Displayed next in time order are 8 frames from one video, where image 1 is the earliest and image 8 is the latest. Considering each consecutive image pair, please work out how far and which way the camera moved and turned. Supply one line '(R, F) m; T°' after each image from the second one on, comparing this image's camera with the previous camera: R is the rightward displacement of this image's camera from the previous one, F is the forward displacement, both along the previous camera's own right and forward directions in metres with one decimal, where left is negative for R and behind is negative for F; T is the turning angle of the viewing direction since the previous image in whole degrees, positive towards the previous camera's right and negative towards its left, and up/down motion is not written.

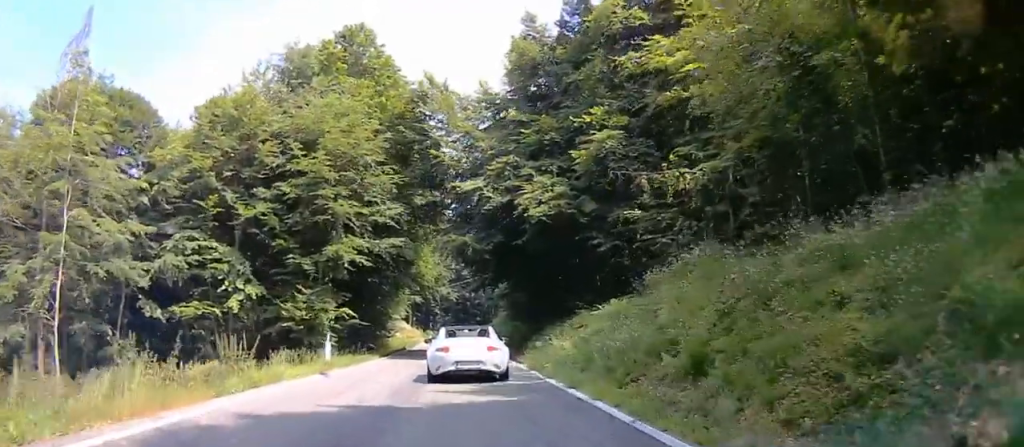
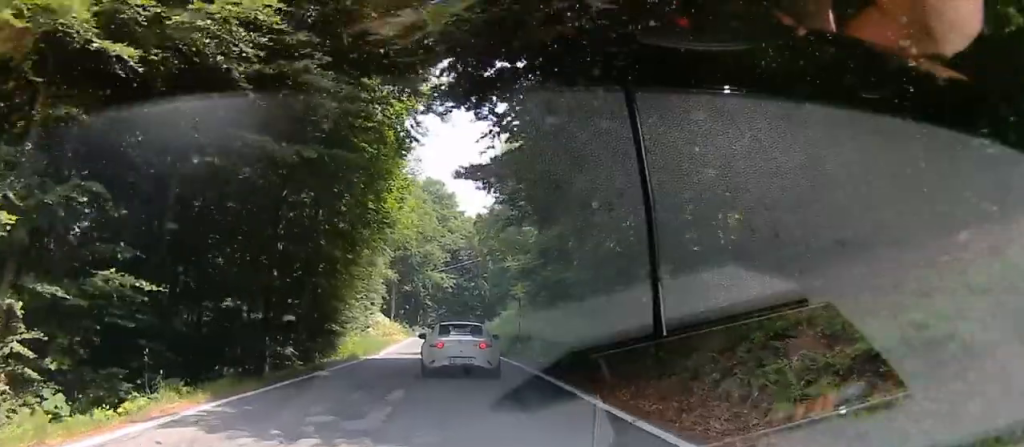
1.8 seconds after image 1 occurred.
(0.0, +21.1) m; 0°
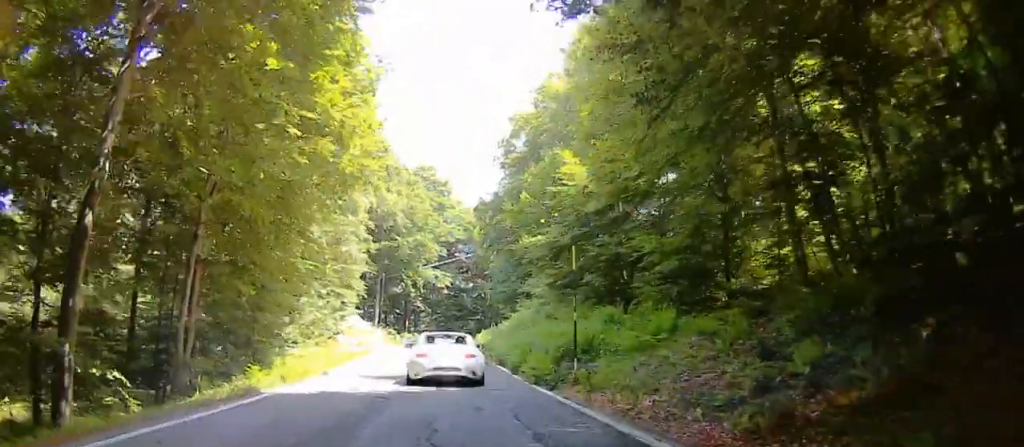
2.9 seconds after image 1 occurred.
(0.0, +12.6) m; 0°
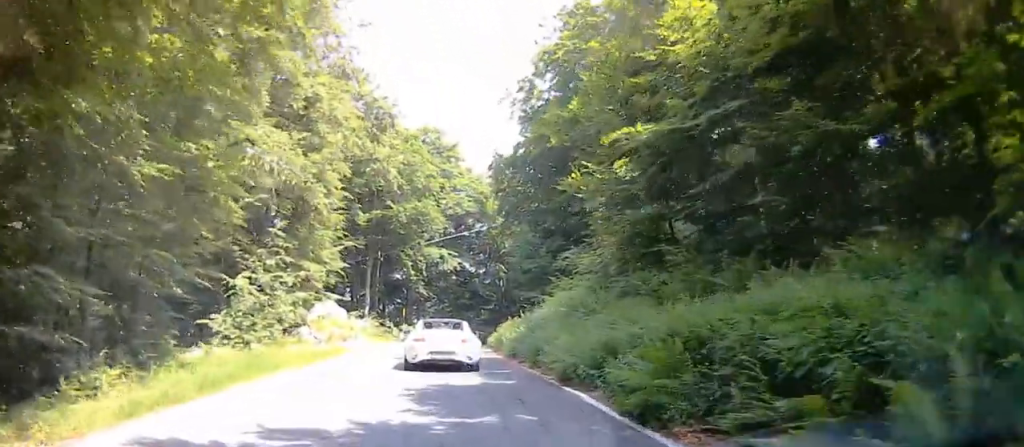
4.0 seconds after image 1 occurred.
(0.0, +13.3) m; 0°
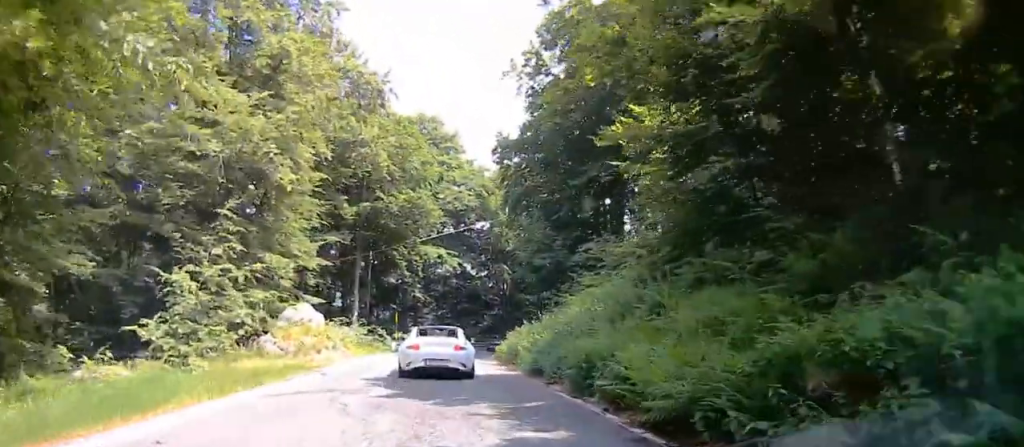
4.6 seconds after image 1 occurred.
(0.0, +6.7) m; 0°
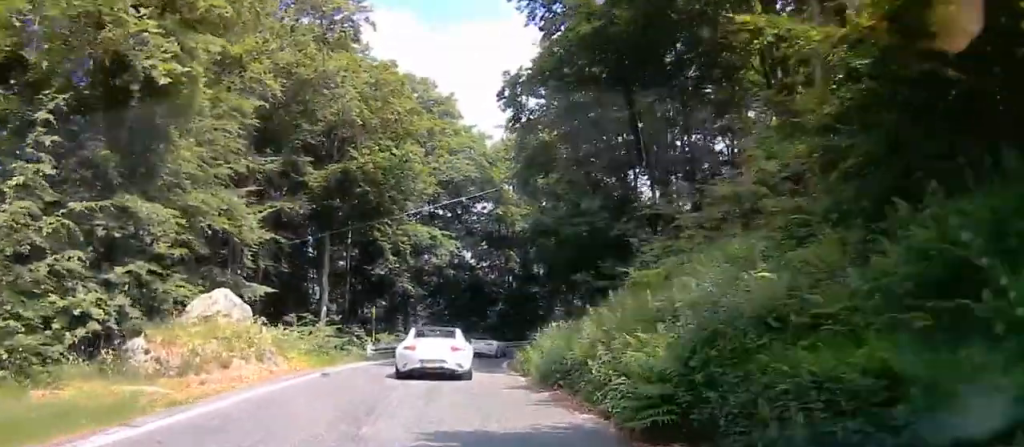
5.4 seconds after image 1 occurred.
(0.0, +10.4) m; 0°
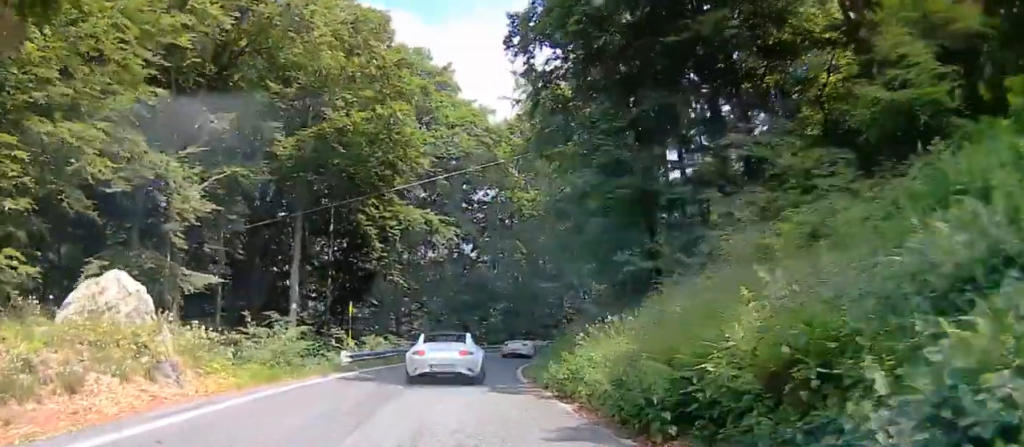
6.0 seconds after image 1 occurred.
(0.0, +6.8) m; +4°
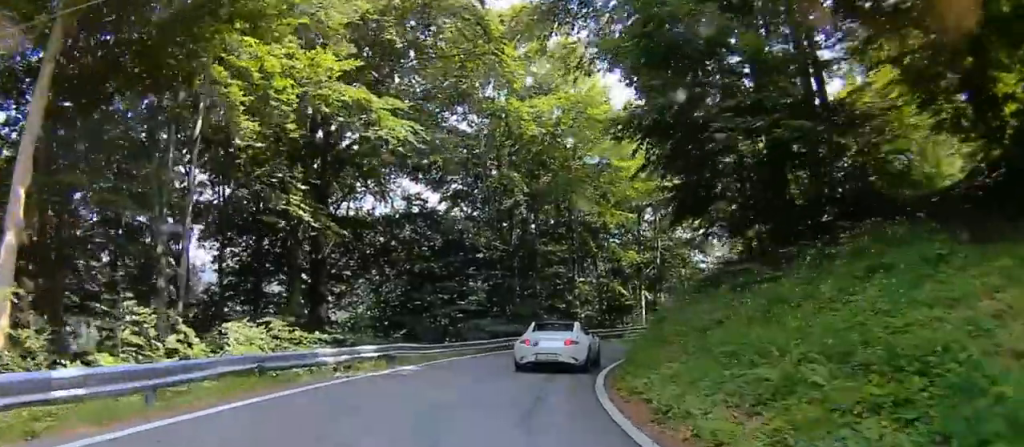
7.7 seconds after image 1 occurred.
(+2.6, +18.3) m; +15°
